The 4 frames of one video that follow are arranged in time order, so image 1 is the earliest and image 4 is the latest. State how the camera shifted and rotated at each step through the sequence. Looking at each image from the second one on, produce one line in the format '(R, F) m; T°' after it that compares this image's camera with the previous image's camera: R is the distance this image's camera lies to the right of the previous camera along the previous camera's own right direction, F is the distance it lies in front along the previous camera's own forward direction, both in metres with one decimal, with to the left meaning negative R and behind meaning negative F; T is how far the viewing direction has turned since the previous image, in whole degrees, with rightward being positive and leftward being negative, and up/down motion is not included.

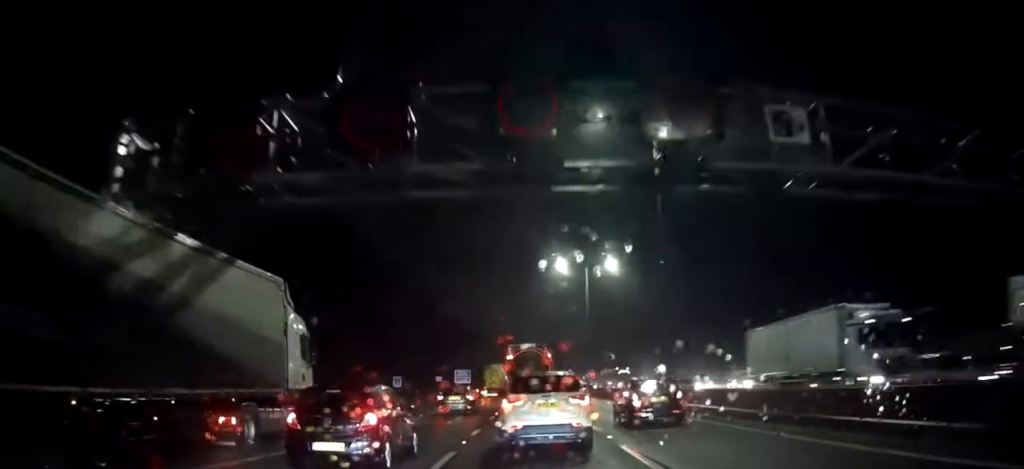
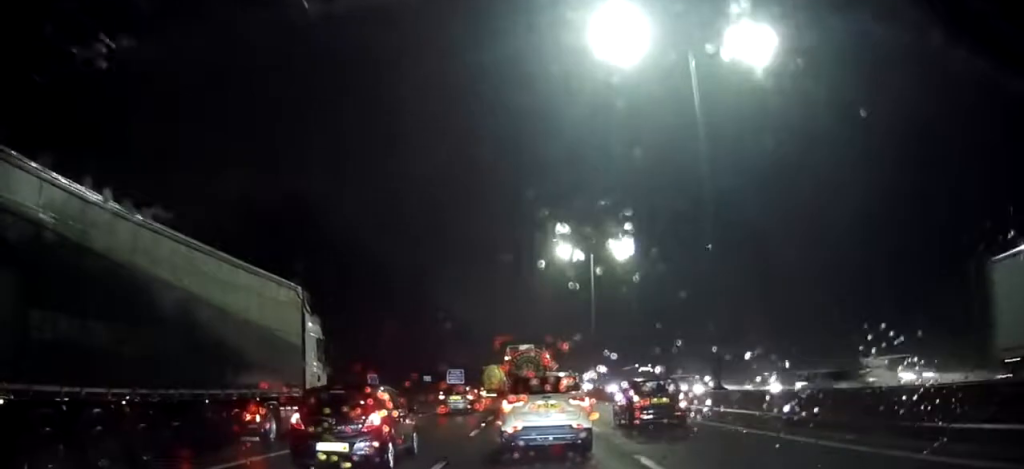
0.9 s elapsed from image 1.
(0.0, +9.0) m; -1°
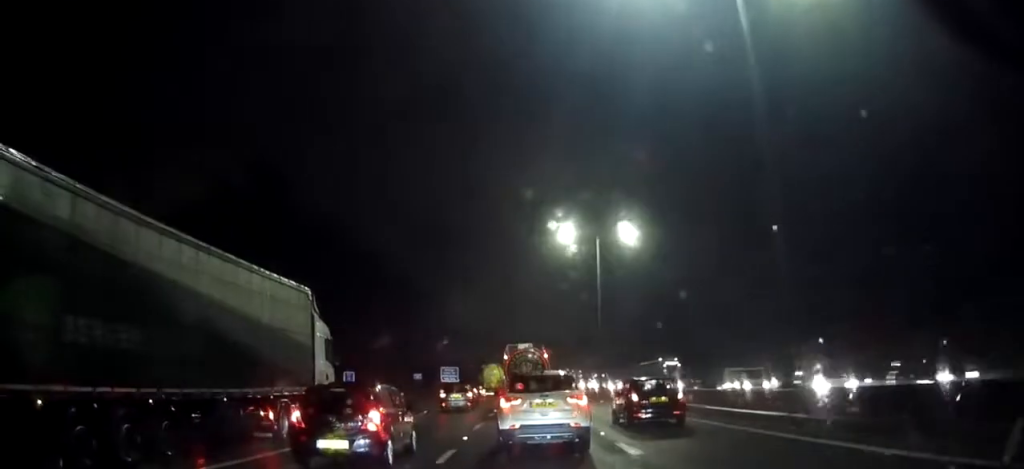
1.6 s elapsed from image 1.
(-0.1, +6.8) m; 0°
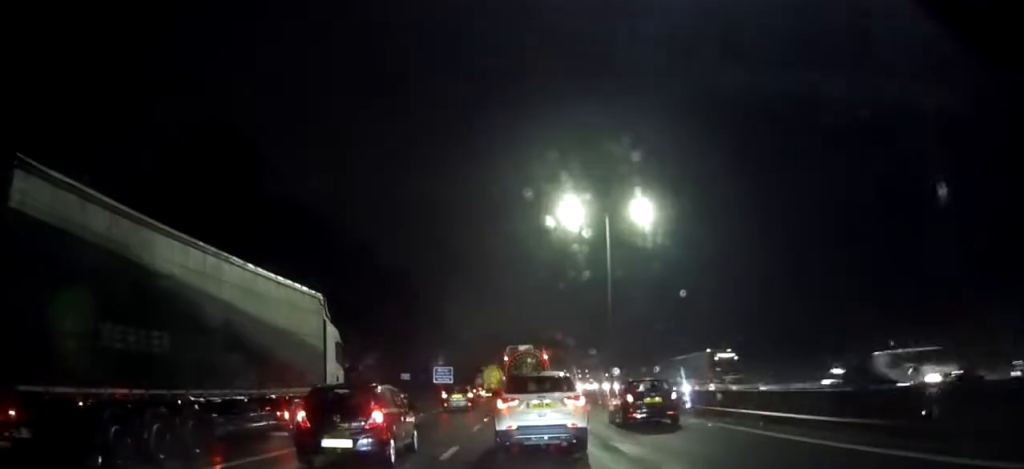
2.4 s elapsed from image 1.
(+0.1, +8.3) m; +1°
